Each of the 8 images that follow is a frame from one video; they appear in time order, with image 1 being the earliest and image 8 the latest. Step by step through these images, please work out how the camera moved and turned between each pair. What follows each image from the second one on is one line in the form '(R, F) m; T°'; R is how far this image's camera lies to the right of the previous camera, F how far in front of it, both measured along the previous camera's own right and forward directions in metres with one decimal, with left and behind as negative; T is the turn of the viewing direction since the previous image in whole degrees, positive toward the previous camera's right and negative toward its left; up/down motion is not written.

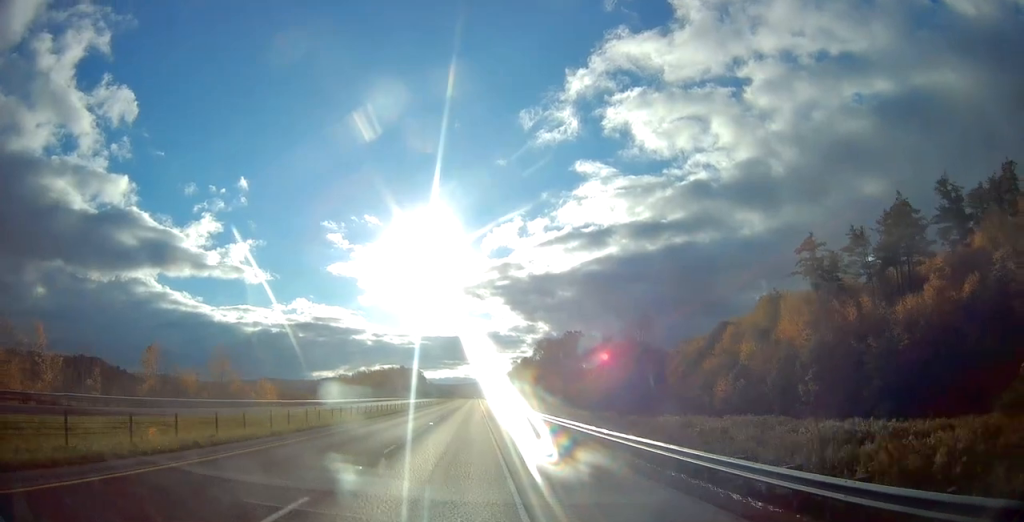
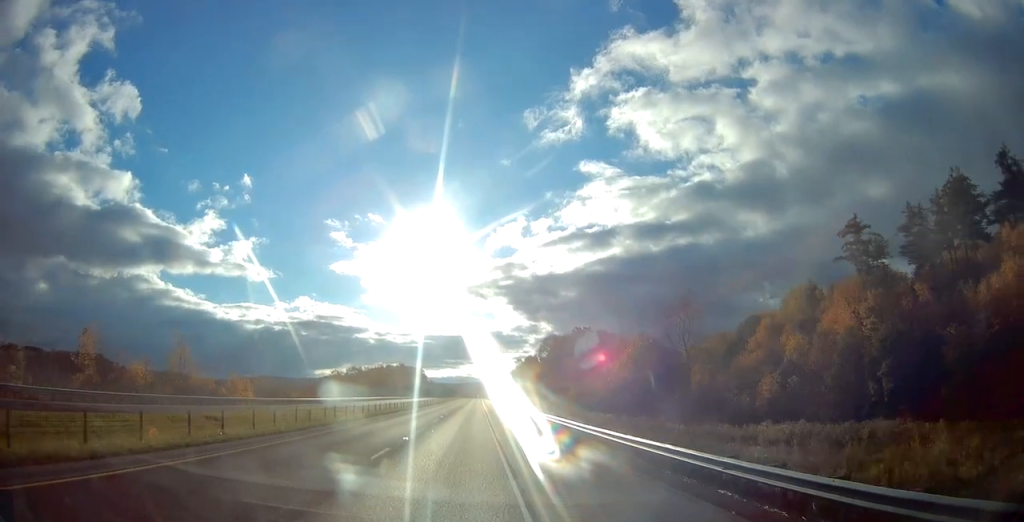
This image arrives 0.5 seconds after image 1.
(-0.1, +14.6) m; 0°
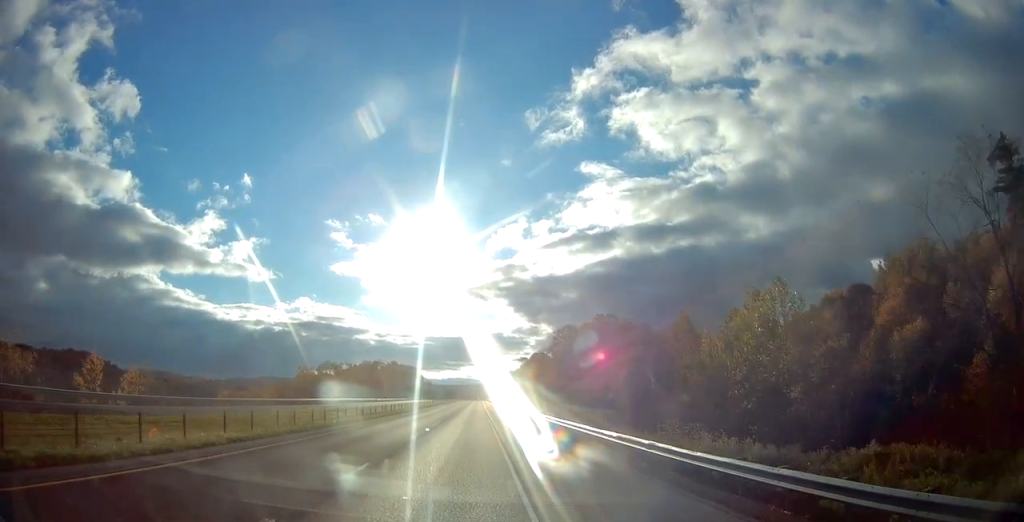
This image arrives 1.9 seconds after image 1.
(+0.5, +40.0) m; 0°
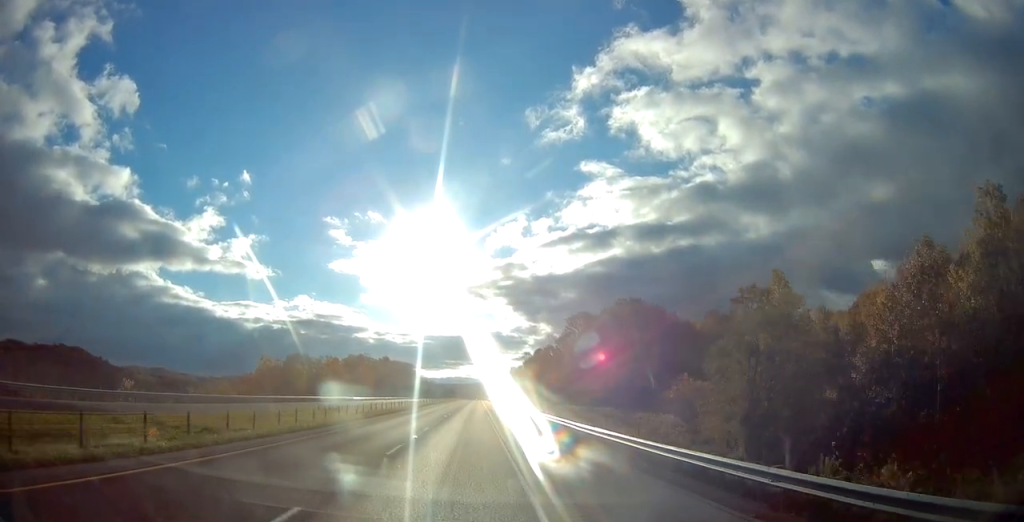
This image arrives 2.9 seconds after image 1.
(-0.2, +30.2) m; -1°
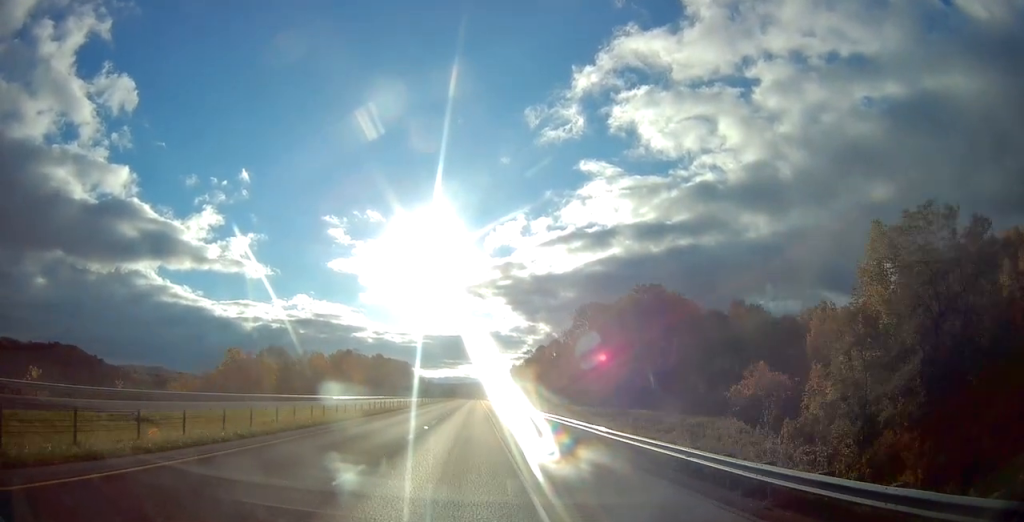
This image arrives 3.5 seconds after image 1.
(-0.1, +18.5) m; 0°
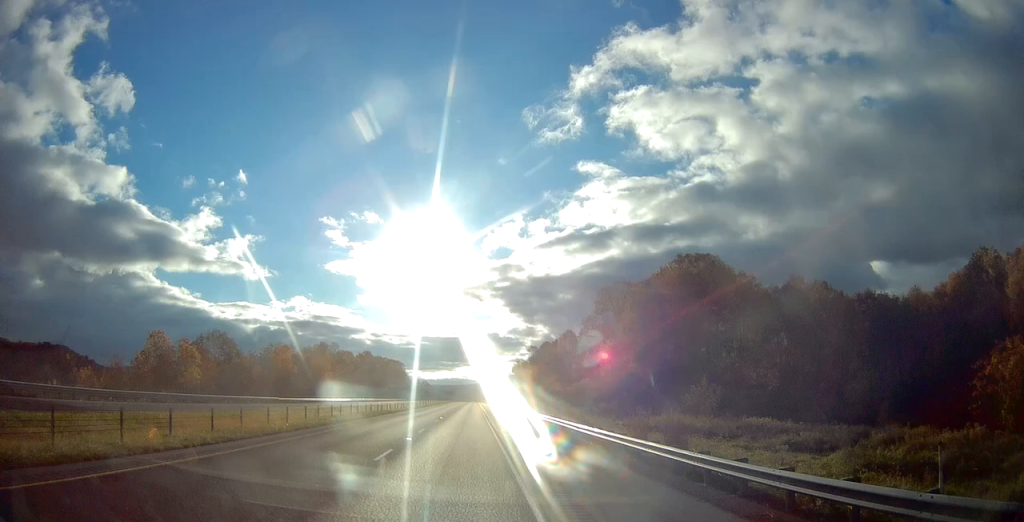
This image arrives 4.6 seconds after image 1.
(+0.2, +31.3) m; +1°
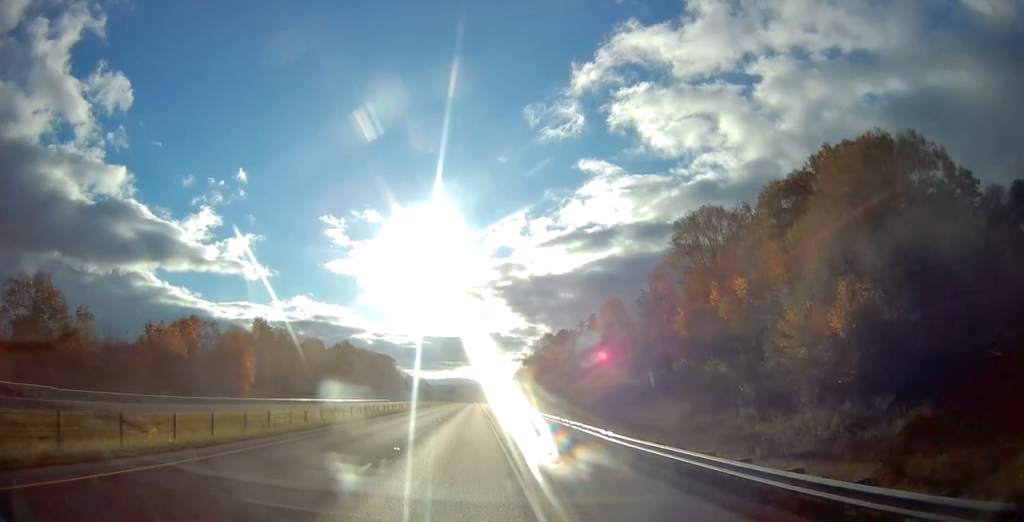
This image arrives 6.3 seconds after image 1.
(-0.3, +50.7) m; 0°
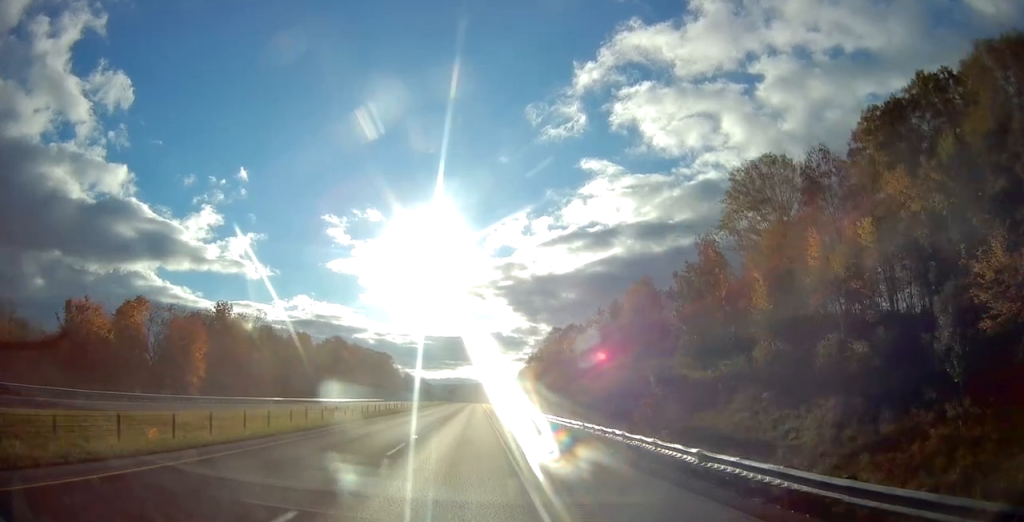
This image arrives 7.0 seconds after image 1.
(+0.2, +18.5) m; 0°
